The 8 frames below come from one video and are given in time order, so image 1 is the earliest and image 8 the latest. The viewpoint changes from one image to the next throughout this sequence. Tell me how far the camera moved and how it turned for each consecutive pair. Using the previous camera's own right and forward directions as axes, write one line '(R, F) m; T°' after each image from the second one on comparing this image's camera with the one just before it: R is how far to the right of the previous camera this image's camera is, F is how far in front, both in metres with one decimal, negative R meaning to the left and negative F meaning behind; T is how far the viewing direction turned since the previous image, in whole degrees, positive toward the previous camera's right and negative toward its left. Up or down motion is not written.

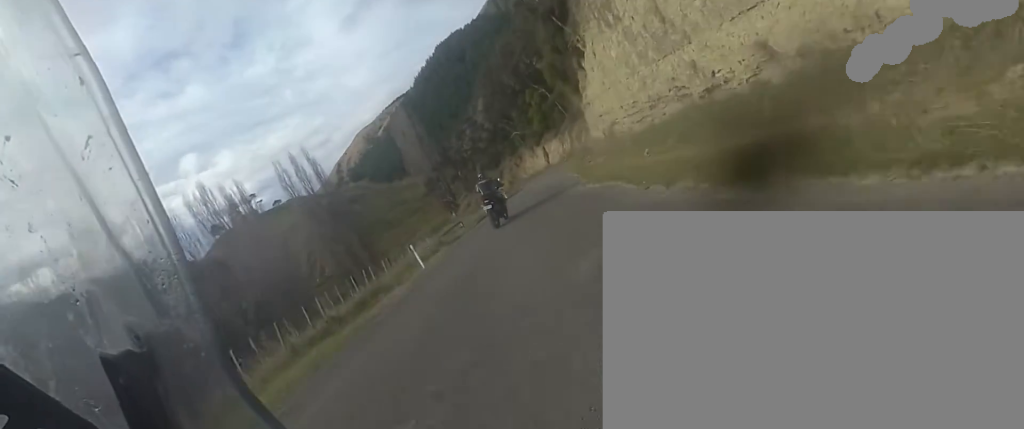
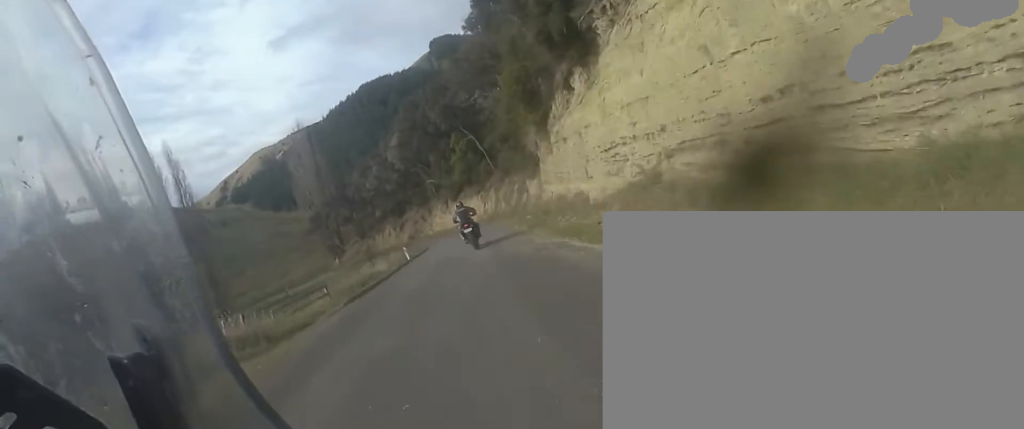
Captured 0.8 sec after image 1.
(+2.2, +9.7) m; +23°
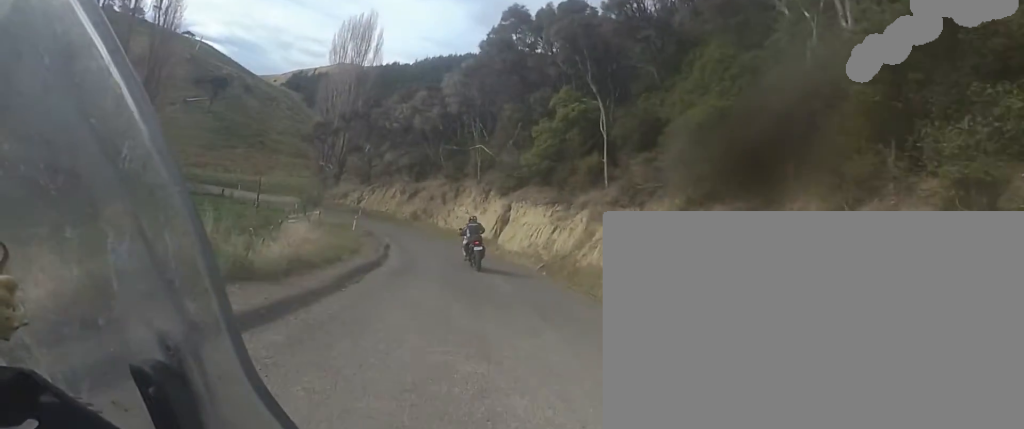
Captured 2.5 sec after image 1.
(+5.4, +24.8) m; +13°
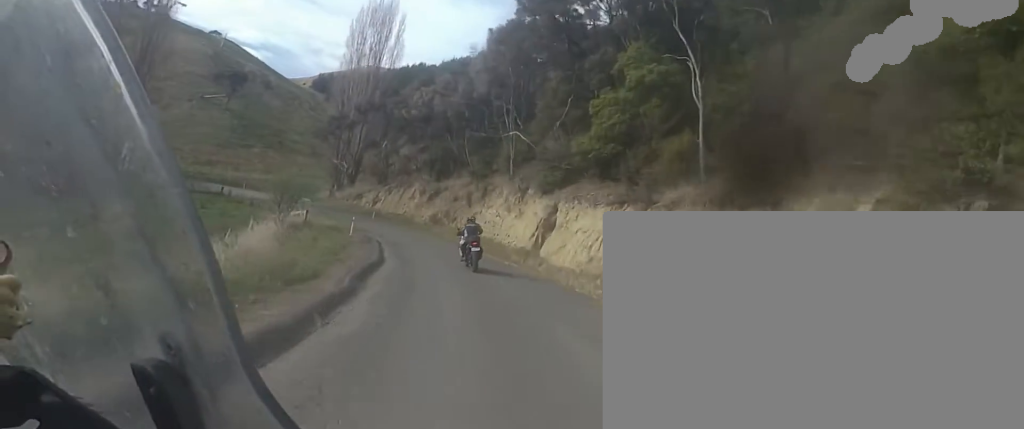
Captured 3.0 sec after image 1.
(0.0, +8.6) m; -2°
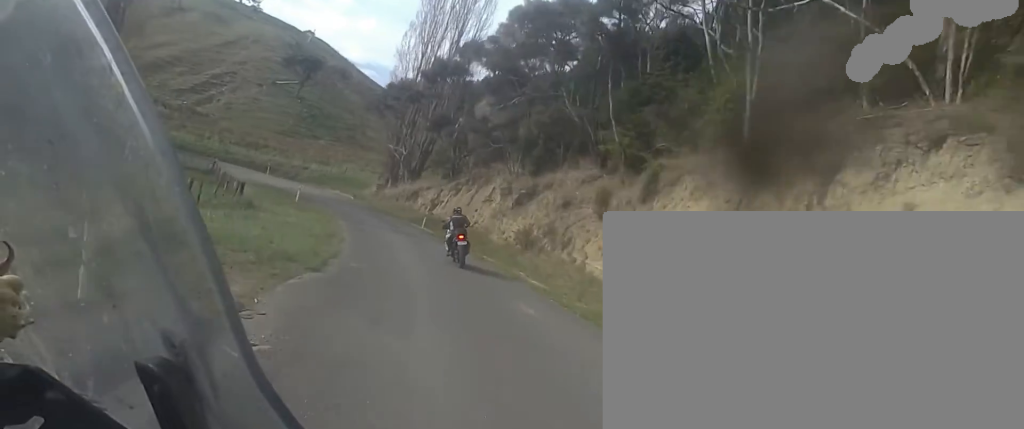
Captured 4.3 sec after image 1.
(-2.5, +24.5) m; -15°
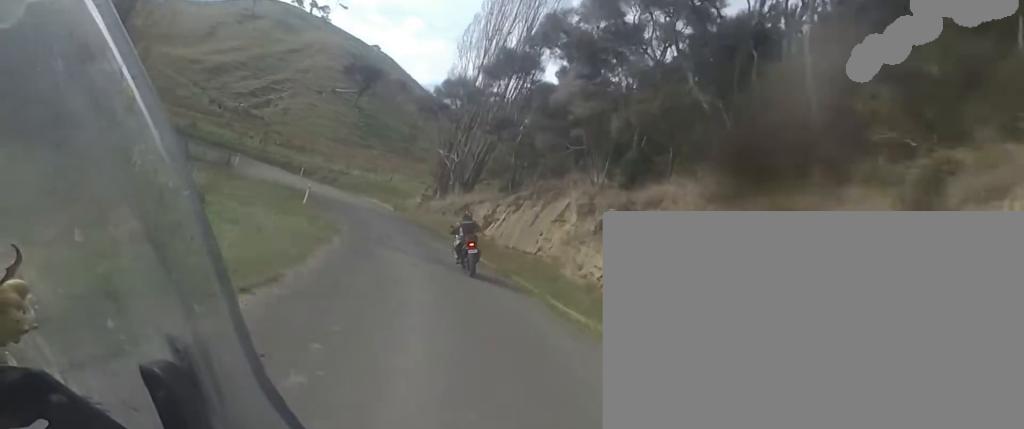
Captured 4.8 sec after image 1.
(0.0, +10.0) m; -9°
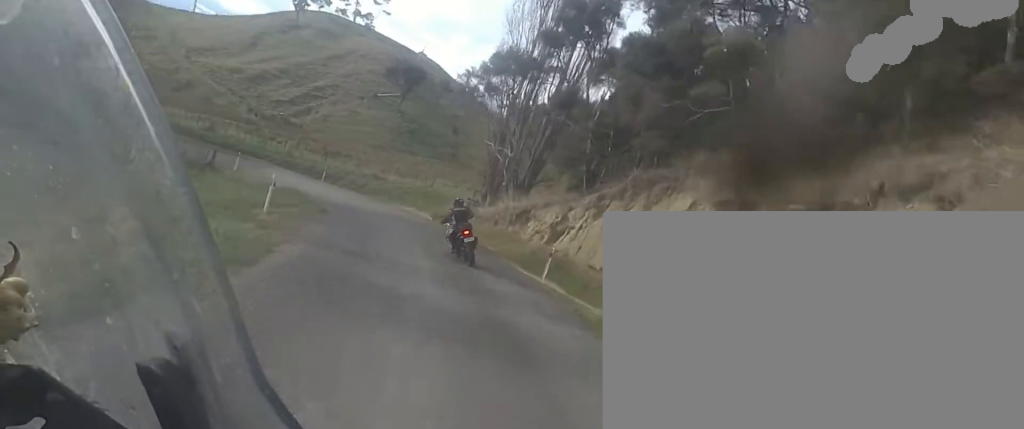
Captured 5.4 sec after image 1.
(-1.7, +10.3) m; -11°
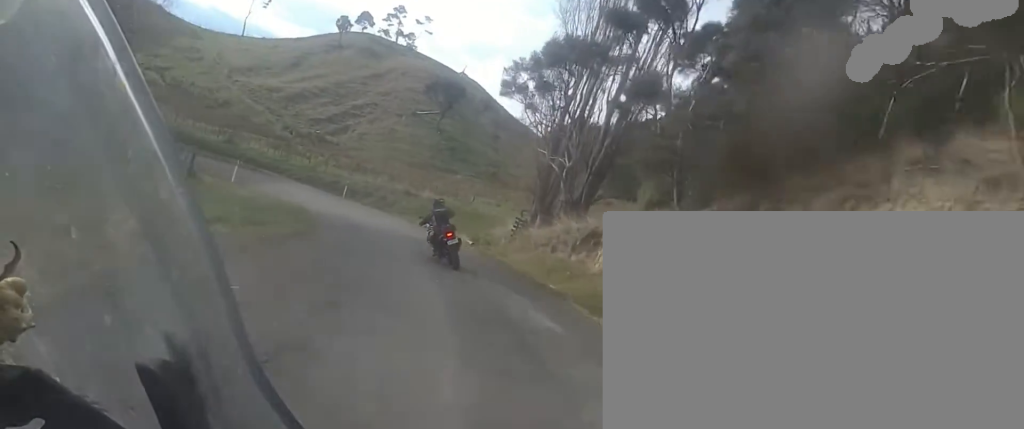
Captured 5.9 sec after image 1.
(-0.4, +7.5) m; -7°
